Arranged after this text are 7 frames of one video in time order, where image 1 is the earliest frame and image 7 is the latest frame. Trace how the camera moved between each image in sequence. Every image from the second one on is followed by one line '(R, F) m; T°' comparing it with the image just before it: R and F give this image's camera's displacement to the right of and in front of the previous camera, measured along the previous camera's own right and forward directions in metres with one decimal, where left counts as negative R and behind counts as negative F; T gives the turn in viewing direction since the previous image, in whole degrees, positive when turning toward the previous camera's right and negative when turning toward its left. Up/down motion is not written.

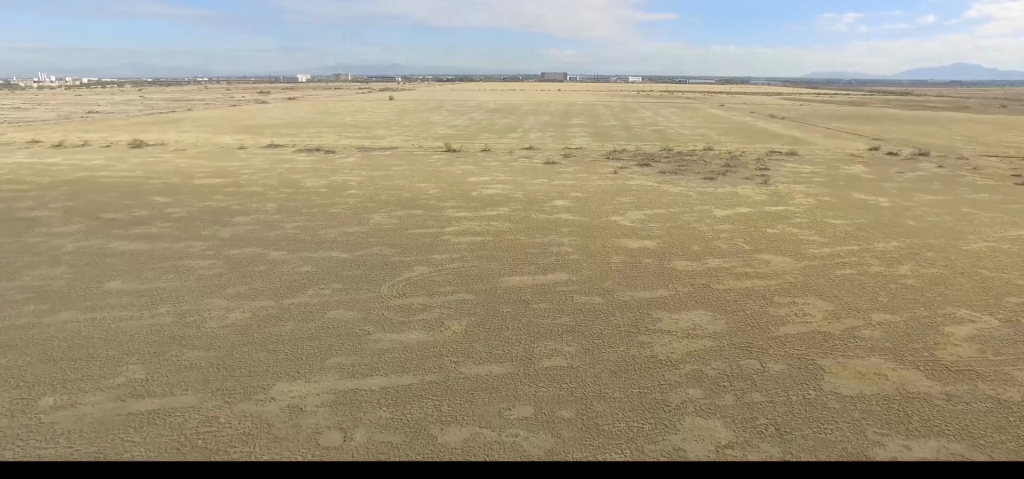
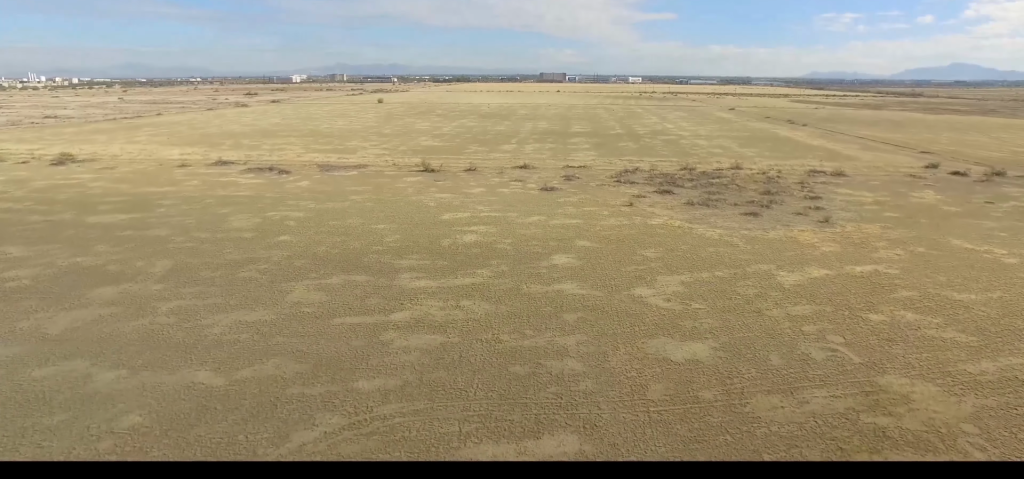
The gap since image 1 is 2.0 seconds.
(-0.8, +26.2) m; -3°
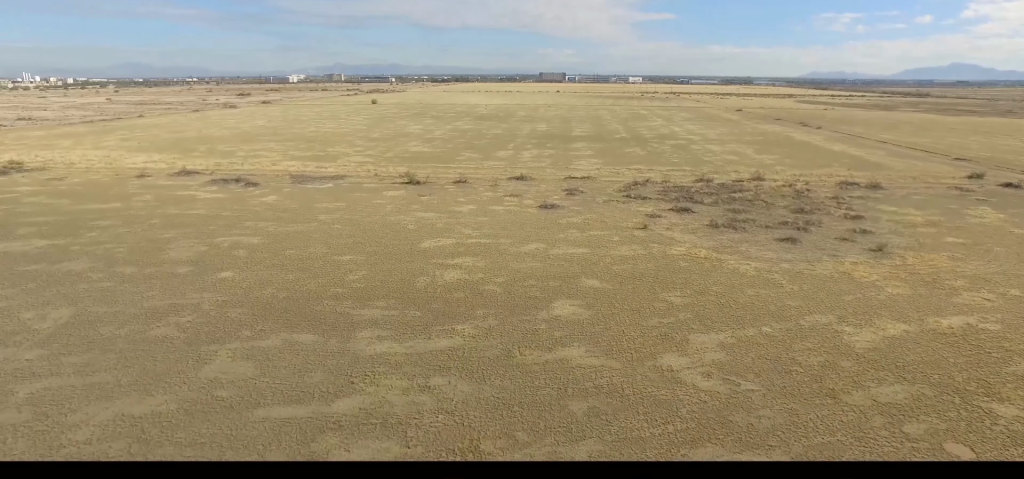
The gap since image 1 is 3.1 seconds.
(+0.1, +14.0) m; +2°
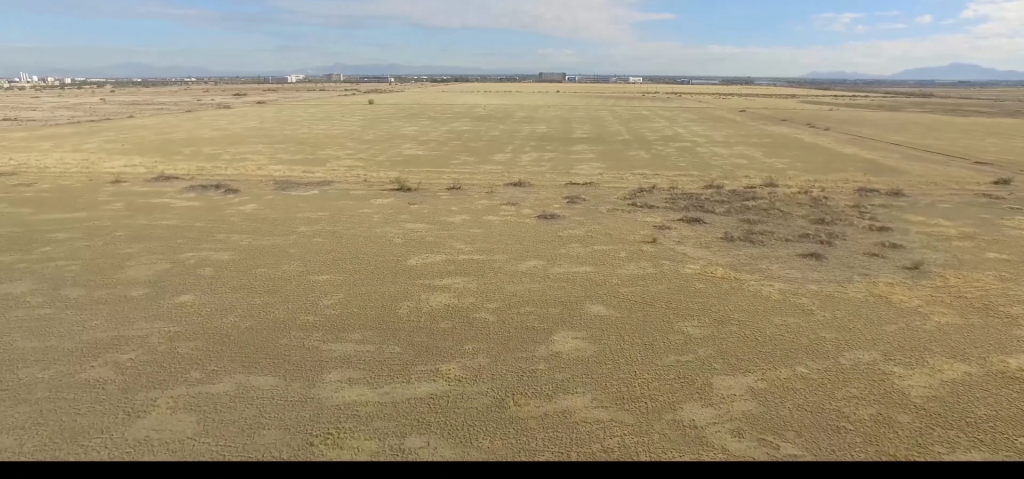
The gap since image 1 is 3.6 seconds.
(+0.2, +6.6) m; +1°
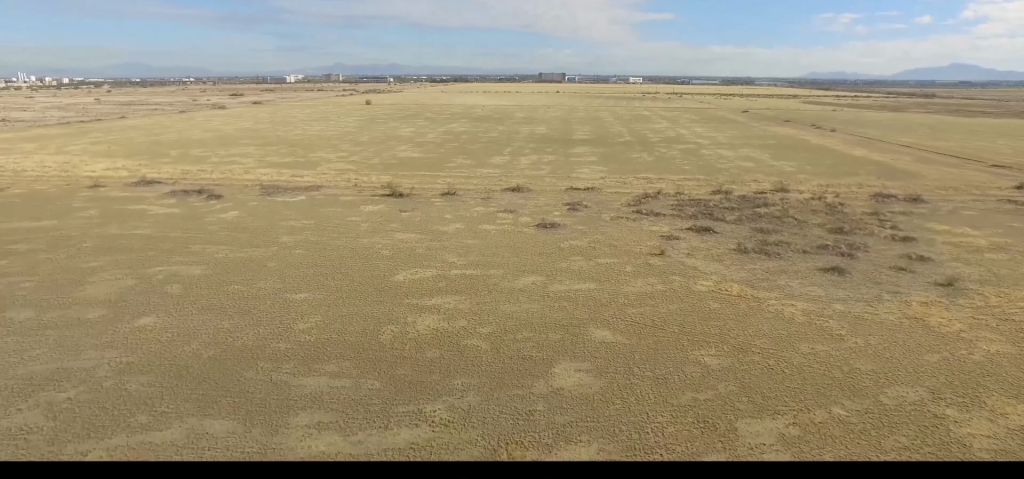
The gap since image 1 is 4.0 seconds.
(+0.1, +5.6) m; +1°
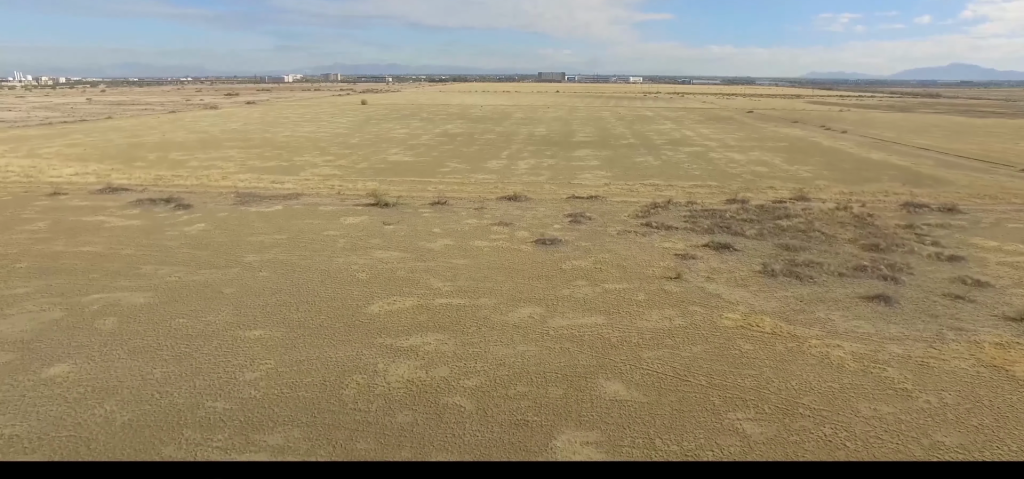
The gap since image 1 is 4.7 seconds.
(0.0, +8.2) m; +1°
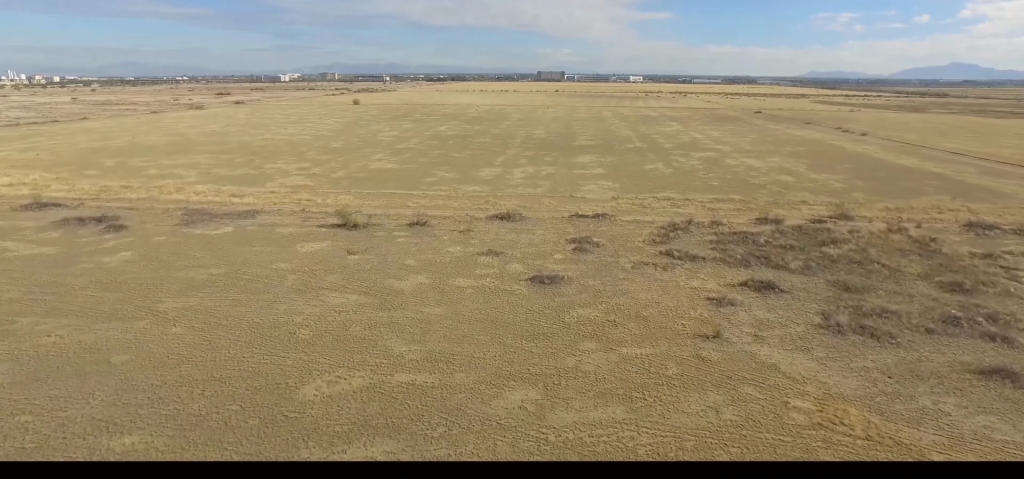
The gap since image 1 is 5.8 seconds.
(+0.1, +13.8) m; +1°
